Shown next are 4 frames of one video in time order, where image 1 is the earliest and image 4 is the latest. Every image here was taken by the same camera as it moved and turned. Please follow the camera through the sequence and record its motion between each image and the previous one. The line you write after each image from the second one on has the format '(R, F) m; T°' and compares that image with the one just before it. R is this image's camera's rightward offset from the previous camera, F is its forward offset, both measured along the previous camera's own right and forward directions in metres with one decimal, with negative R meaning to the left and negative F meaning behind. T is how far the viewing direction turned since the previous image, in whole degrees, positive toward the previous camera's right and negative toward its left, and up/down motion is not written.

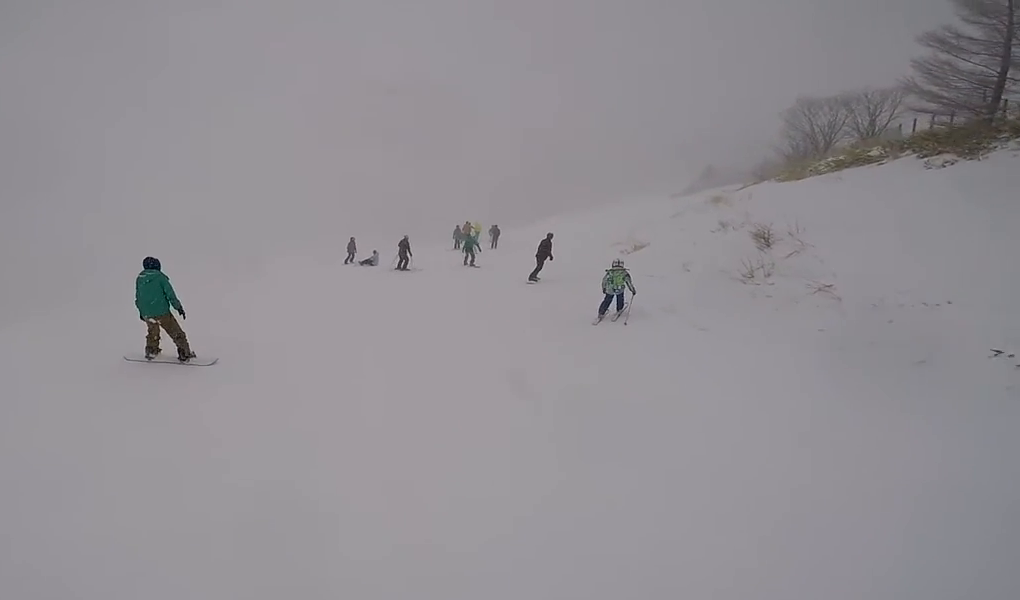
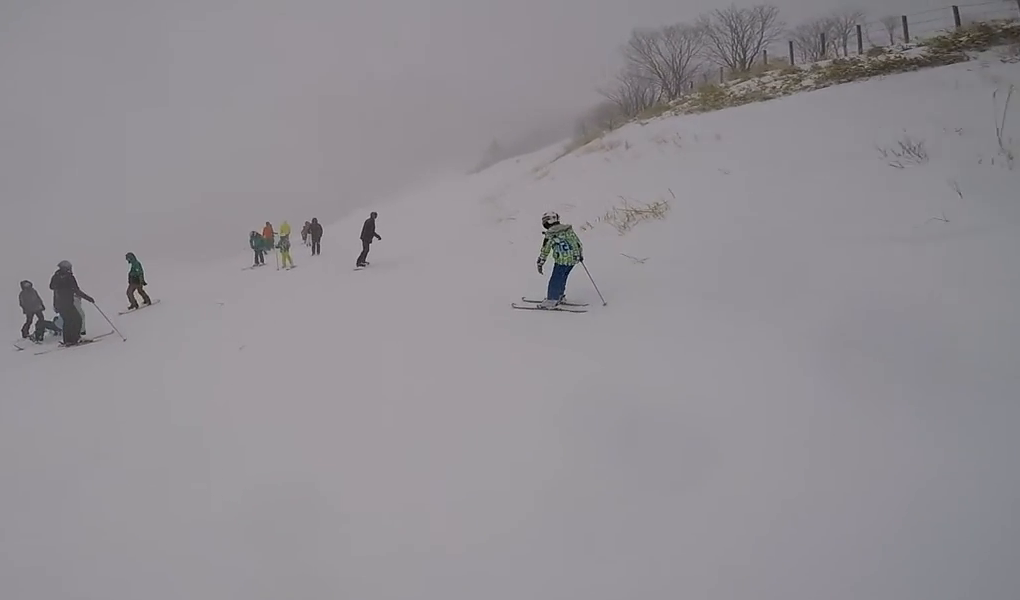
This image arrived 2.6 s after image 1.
(+5.3, +10.4) m; +31°
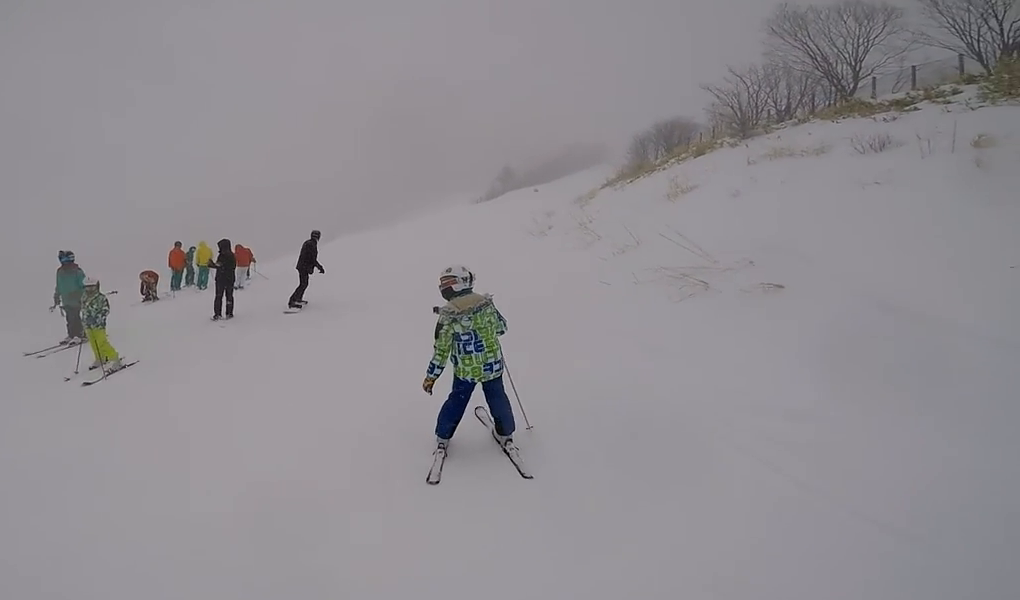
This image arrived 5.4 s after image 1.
(+0.2, +10.4) m; -4°
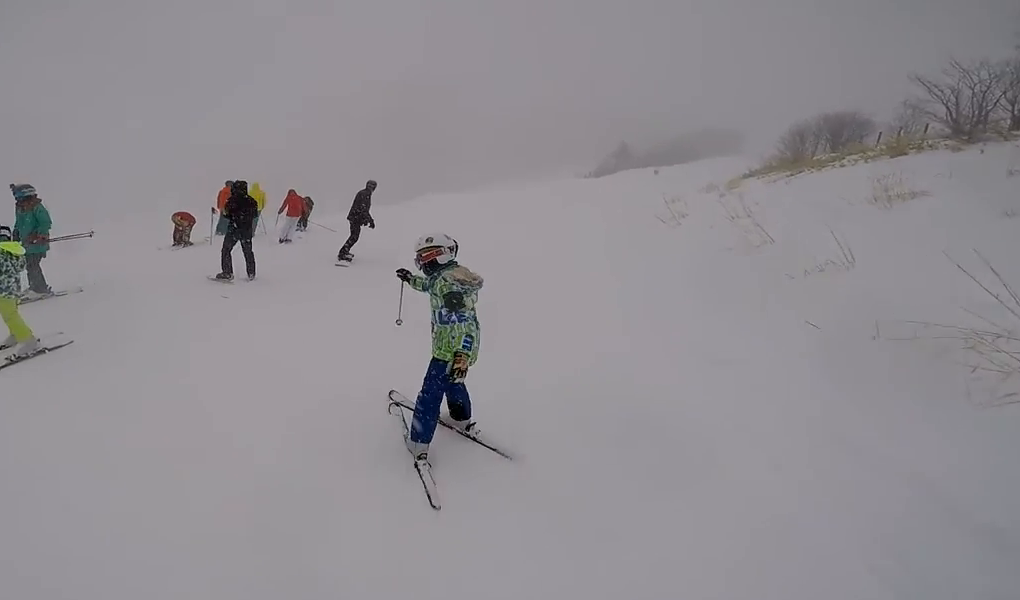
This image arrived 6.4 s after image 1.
(0.0, +2.7) m; +7°
